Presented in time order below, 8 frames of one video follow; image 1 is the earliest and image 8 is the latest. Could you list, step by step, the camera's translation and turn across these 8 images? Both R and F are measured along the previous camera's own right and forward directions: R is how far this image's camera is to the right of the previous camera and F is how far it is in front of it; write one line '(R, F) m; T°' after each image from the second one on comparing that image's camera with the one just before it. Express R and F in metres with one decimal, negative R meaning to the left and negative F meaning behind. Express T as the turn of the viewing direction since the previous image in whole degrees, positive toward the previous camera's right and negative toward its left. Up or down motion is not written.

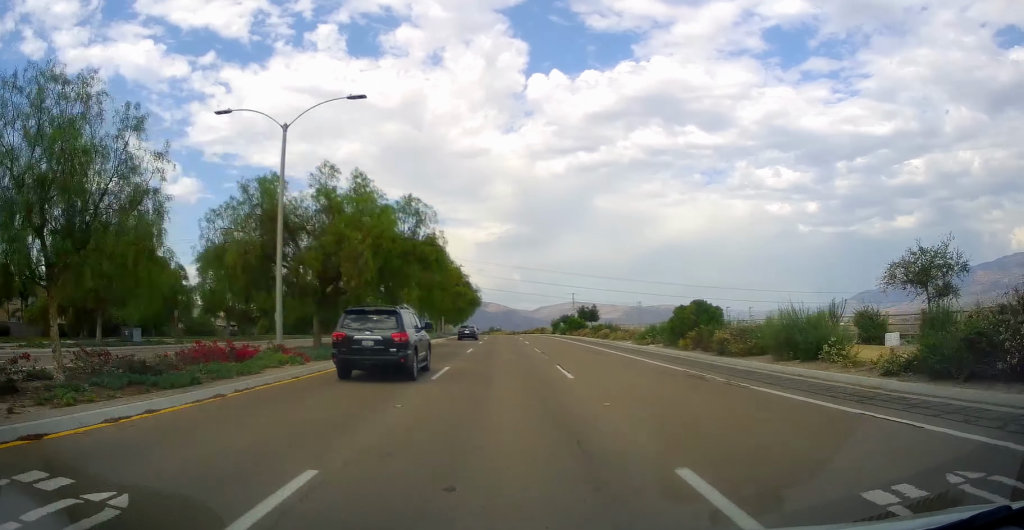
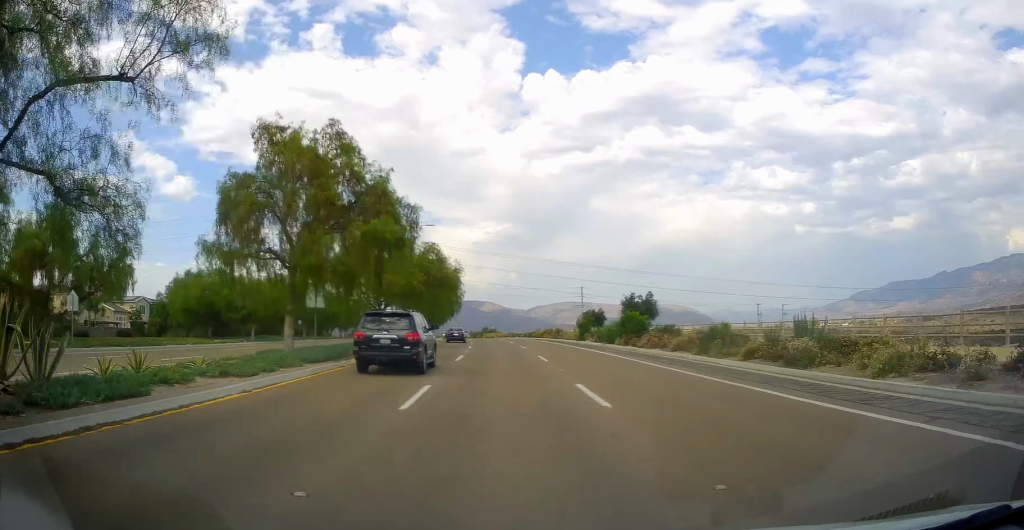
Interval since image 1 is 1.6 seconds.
(-0.1, +36.2) m; 0°
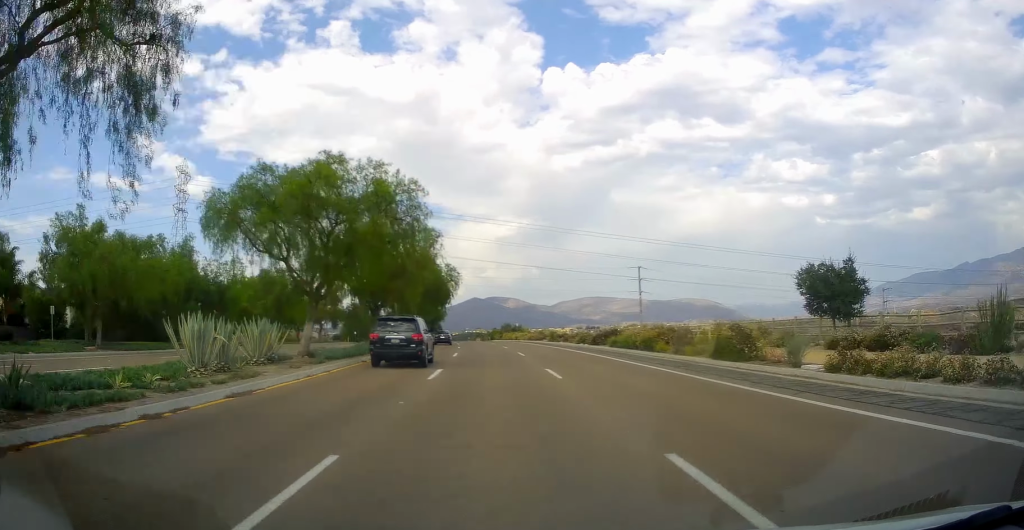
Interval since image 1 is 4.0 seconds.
(-0.3, +54.3) m; -1°
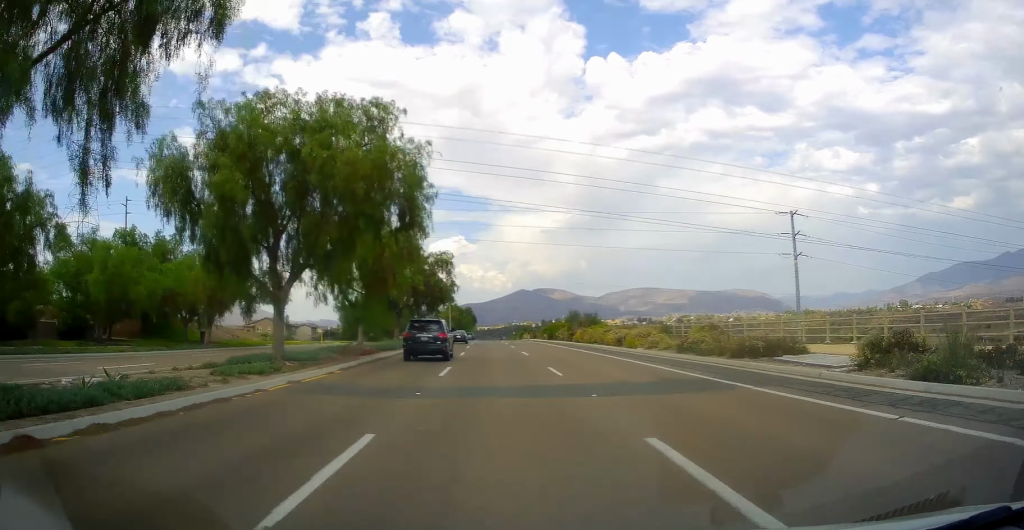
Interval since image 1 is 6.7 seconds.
(-1.5, +60.0) m; -3°
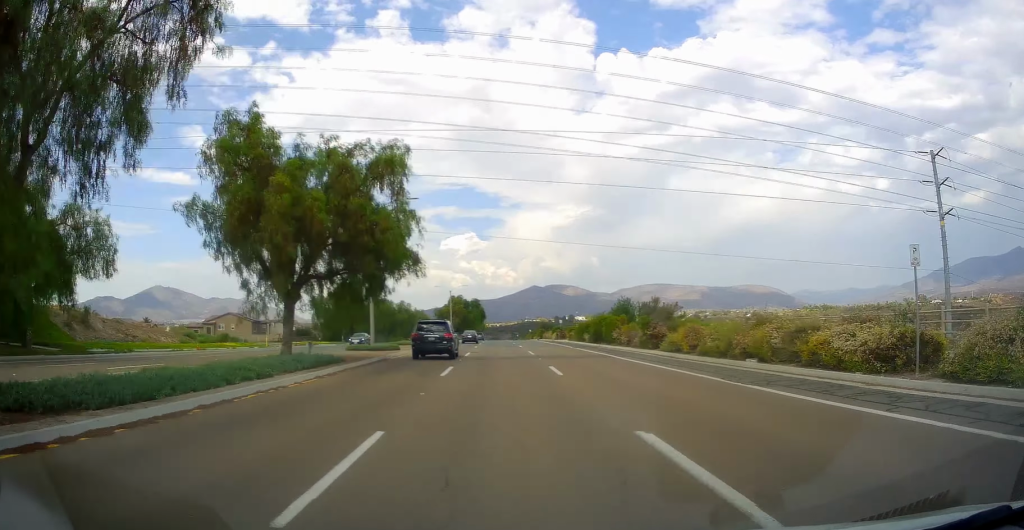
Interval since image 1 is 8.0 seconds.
(-0.5, +30.2) m; -1°
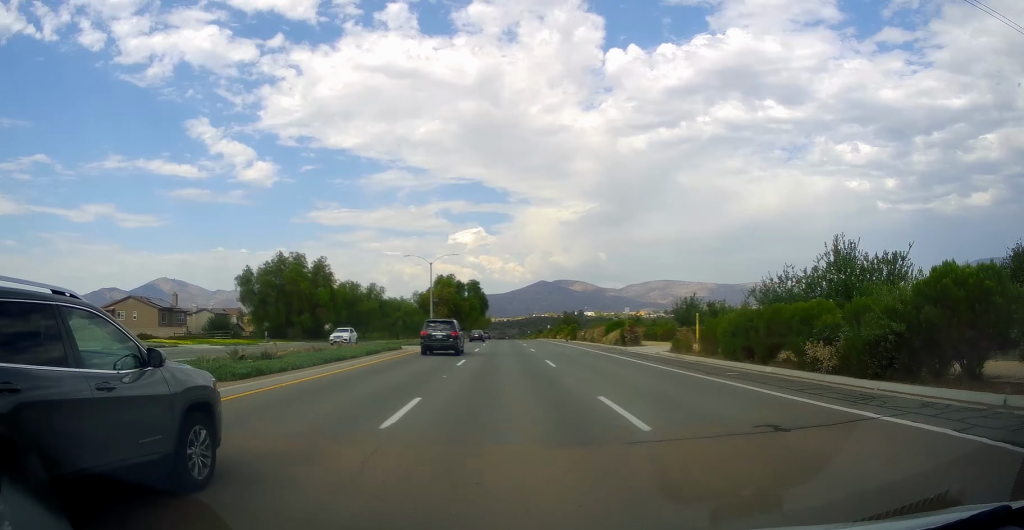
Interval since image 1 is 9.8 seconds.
(-0.6, +40.9) m; -1°
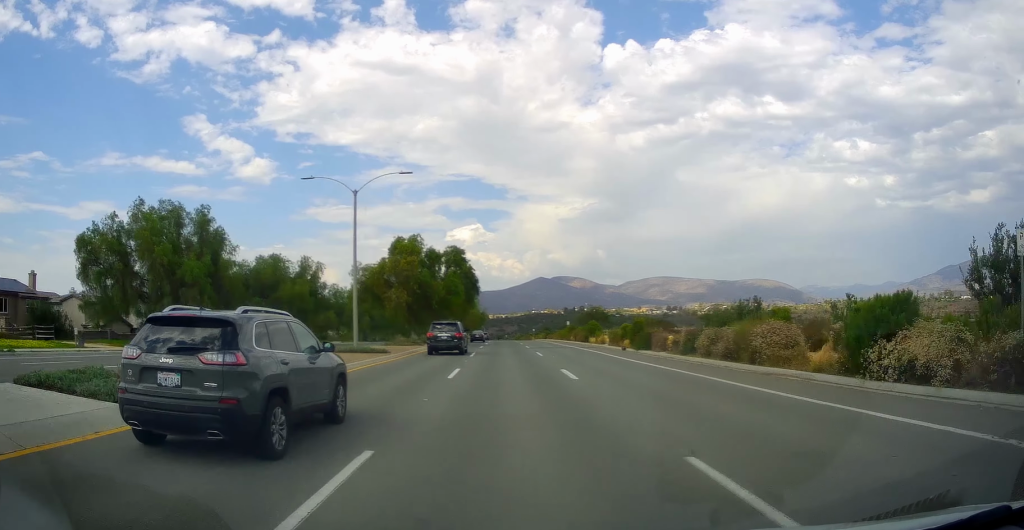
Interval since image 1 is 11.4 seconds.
(-0.4, +36.6) m; -1°
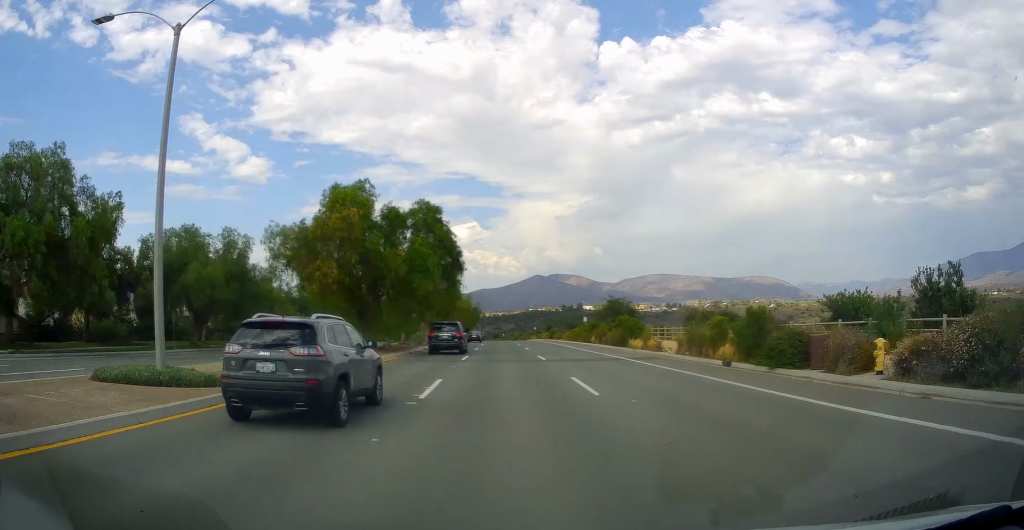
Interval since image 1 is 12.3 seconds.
(-0.2, +19.9) m; 0°
